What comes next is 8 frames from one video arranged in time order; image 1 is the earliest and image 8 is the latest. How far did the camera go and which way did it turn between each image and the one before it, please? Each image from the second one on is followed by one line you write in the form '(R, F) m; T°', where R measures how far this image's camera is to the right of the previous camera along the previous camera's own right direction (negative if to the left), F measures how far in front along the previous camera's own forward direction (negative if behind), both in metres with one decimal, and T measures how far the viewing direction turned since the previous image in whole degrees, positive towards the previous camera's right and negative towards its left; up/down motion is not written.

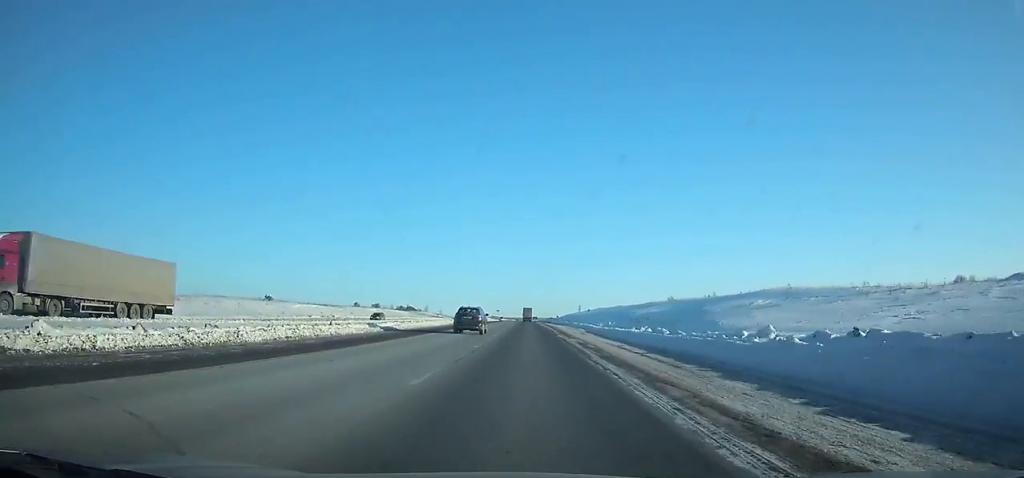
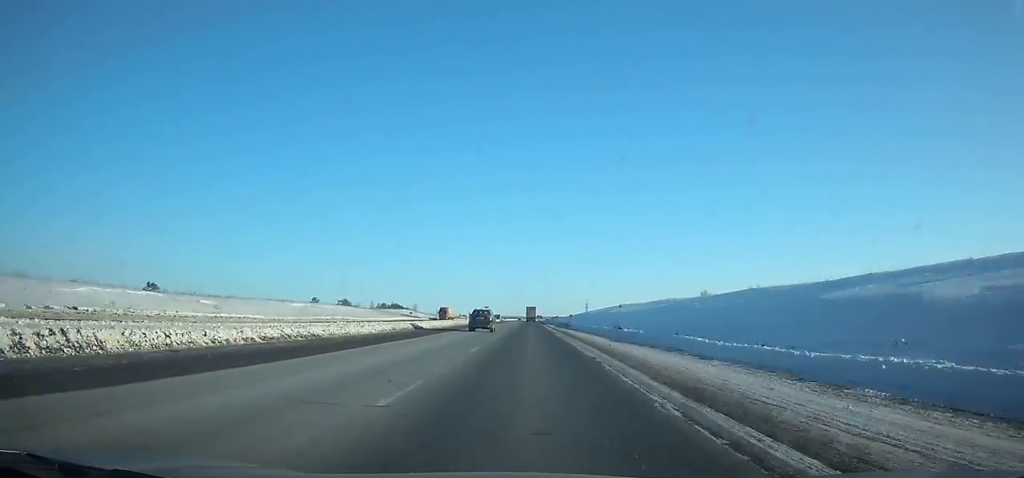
(-0.2, +62.6) m; 0°
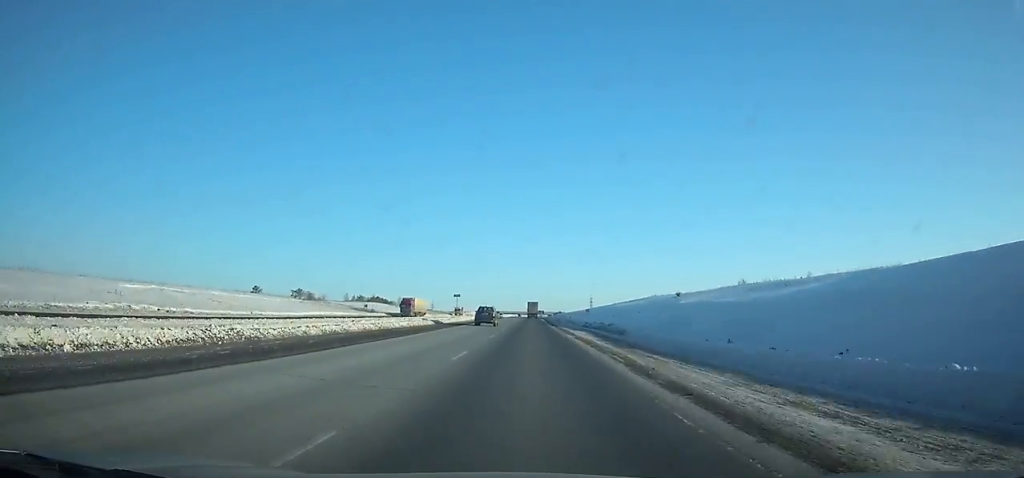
(0.0, +52.7) m; 0°
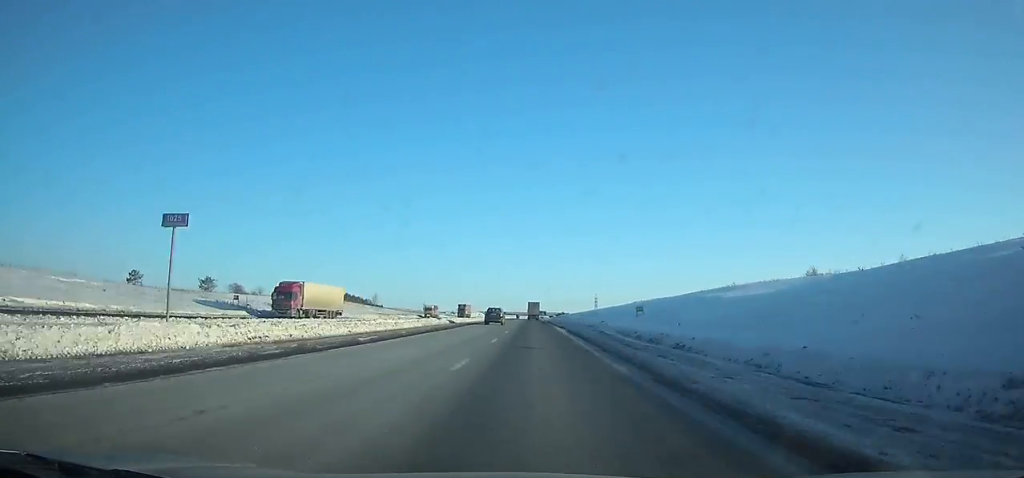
(+0.1, +61.3) m; 0°
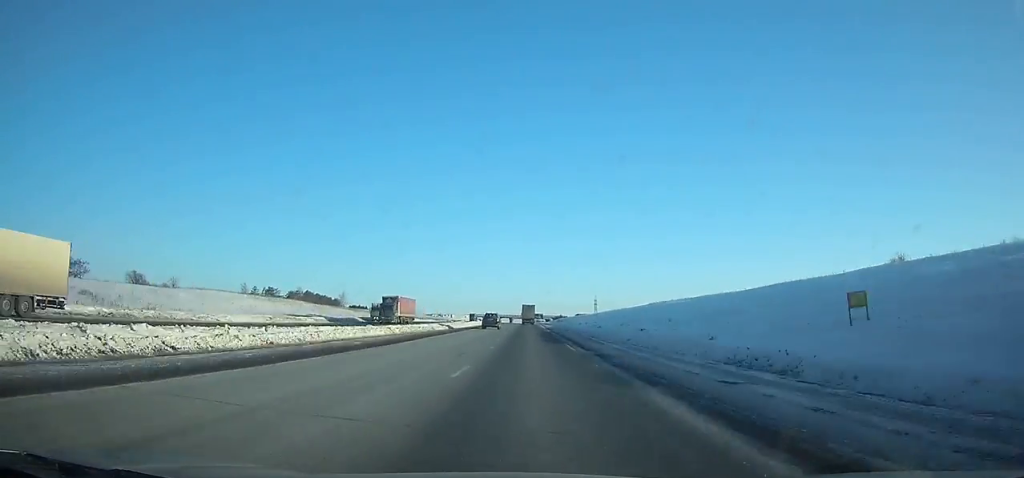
(+0.1, +48.1) m; 0°
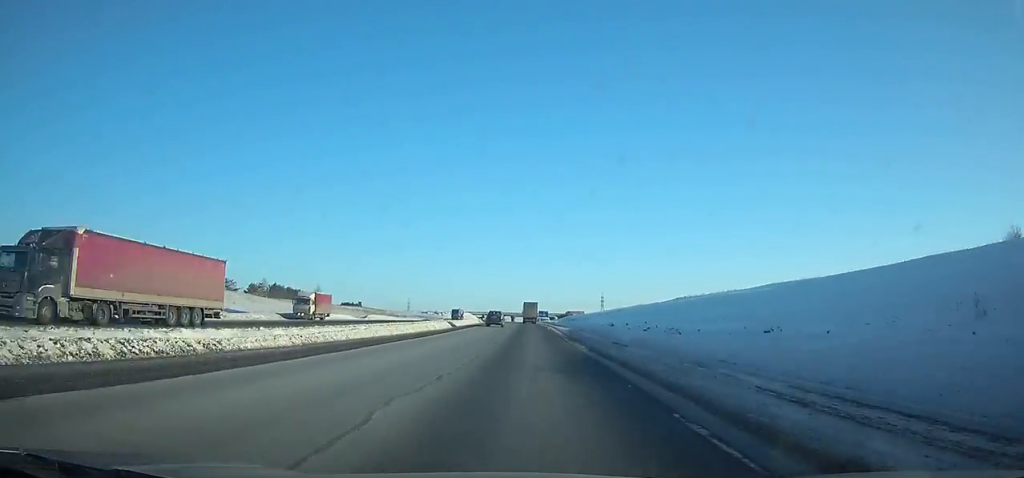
(0.0, +37.4) m; 0°
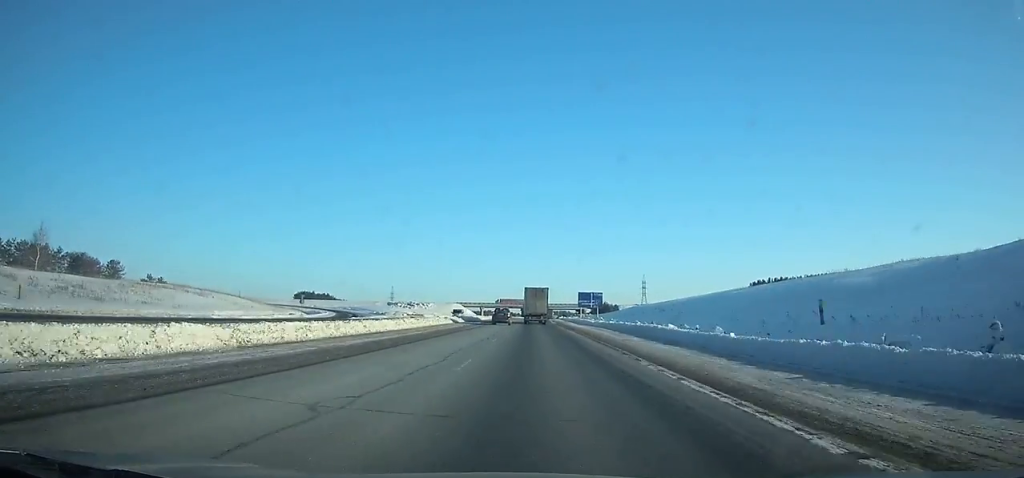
(-1.3, +146.1) m; -1°
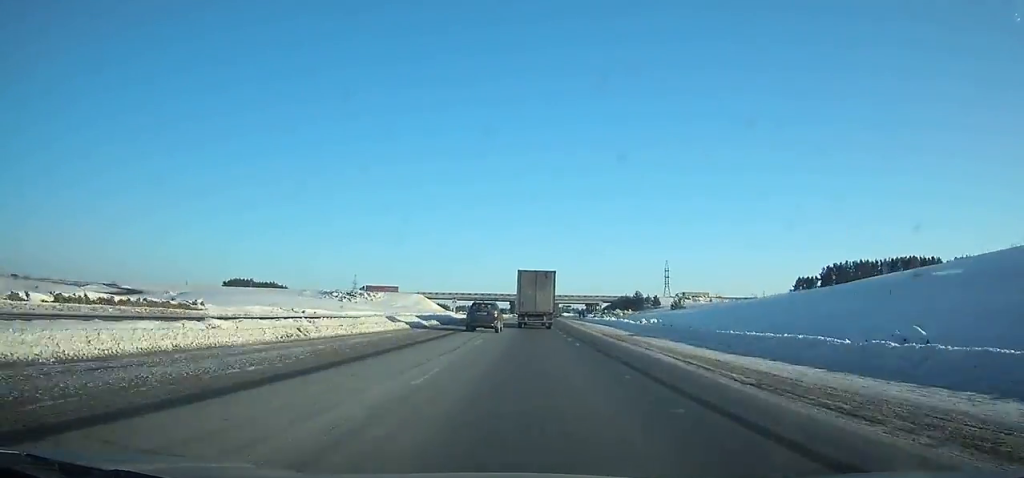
(-0.1, +89.6) m; 0°
